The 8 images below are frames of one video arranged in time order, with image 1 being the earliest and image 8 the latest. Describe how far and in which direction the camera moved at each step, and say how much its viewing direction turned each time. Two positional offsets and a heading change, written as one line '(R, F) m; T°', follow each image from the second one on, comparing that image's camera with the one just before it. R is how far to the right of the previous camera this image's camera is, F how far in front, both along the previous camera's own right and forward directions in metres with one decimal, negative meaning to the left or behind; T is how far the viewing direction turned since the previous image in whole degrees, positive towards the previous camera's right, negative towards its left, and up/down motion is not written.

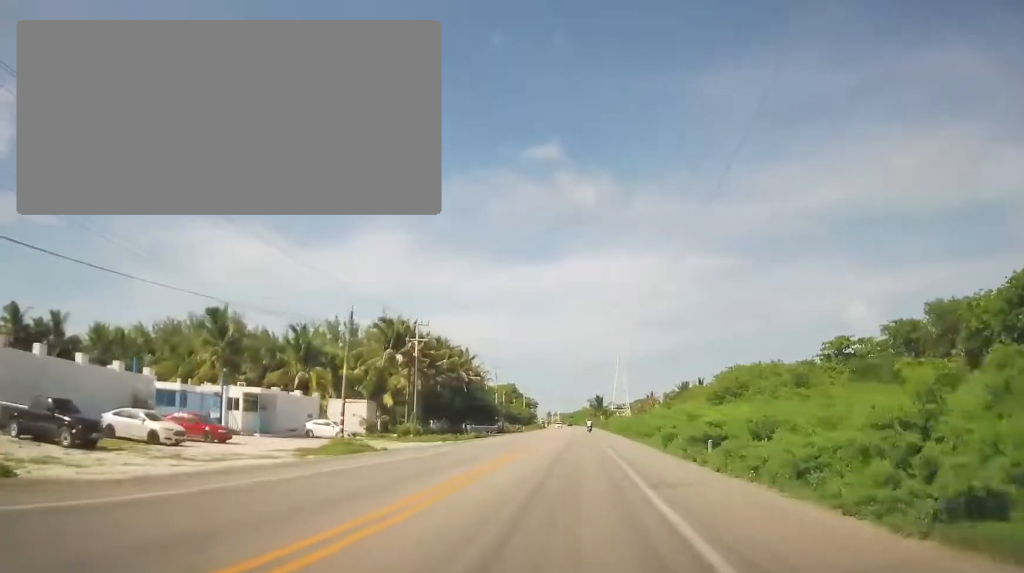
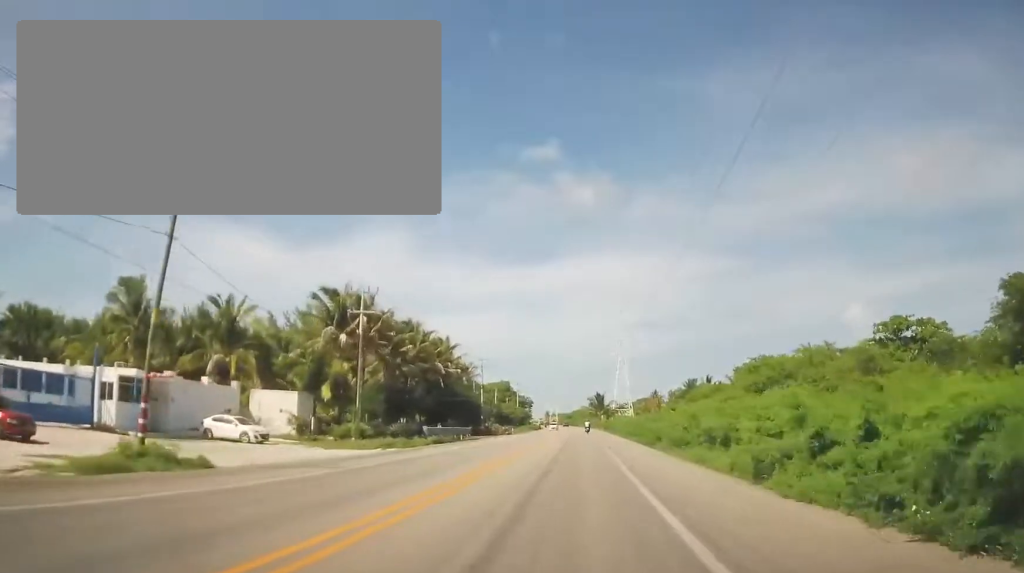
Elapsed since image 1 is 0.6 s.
(-0.1, +14.2) m; -1°
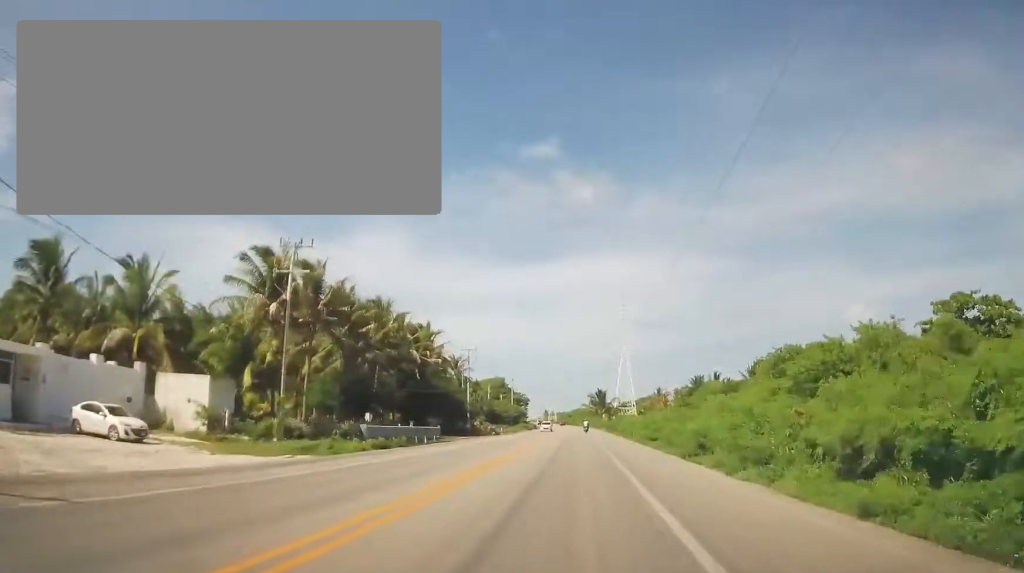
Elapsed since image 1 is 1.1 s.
(0.0, +11.0) m; -1°
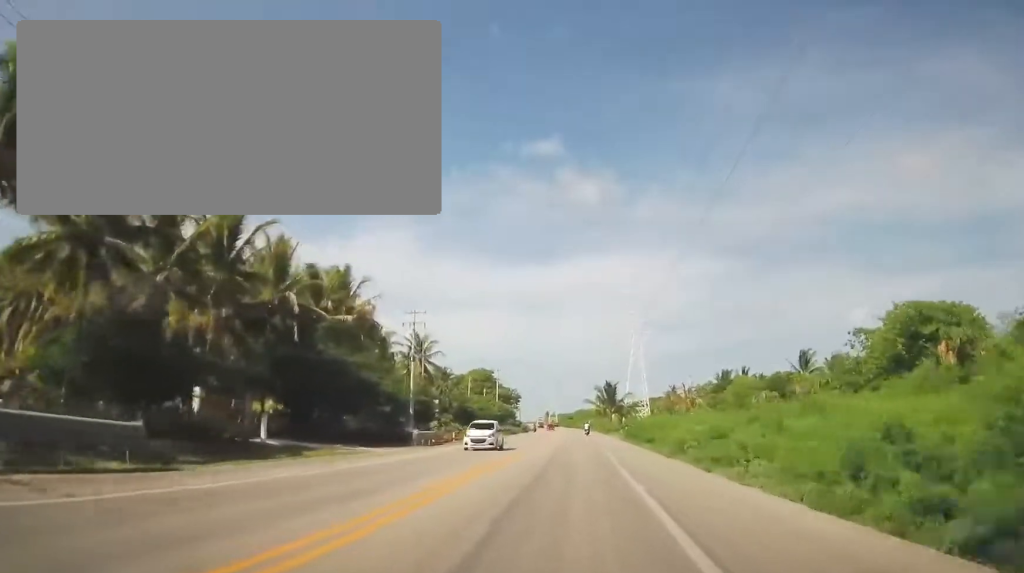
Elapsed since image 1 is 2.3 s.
(-0.2, +28.3) m; +1°
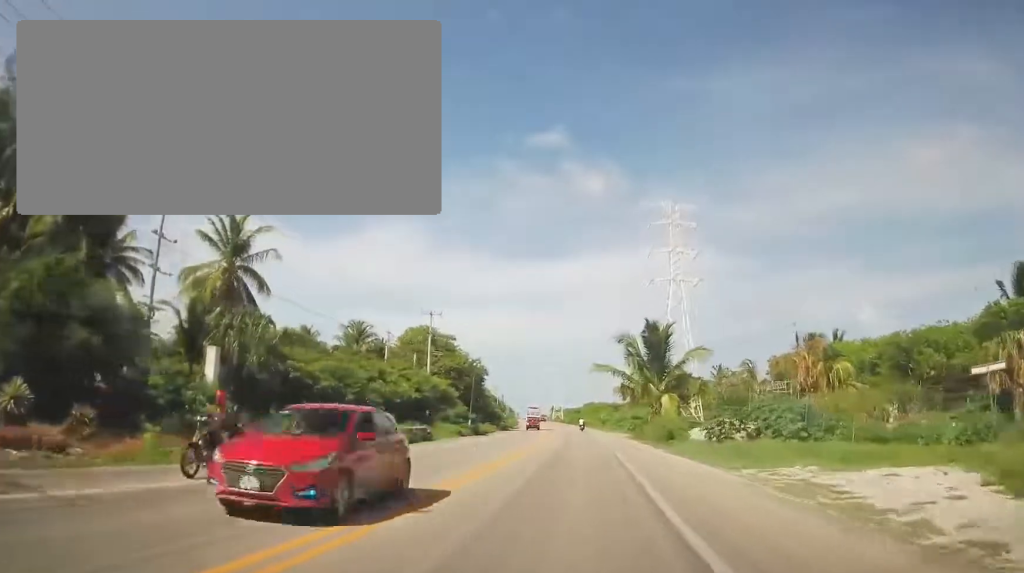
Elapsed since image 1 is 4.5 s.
(+0.2, +52.8) m; -1°
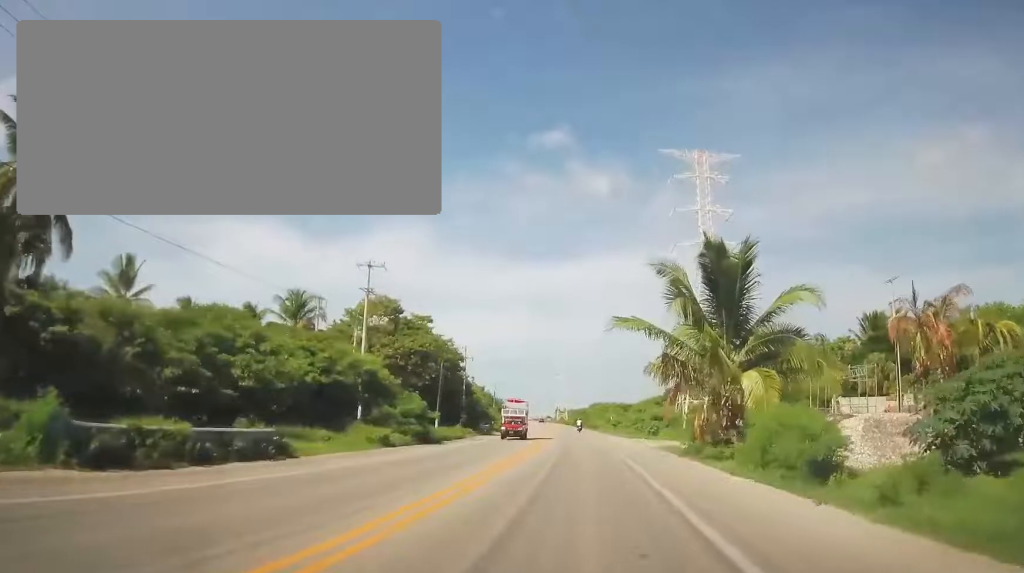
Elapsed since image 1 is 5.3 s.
(-0.2, +18.9) m; -1°
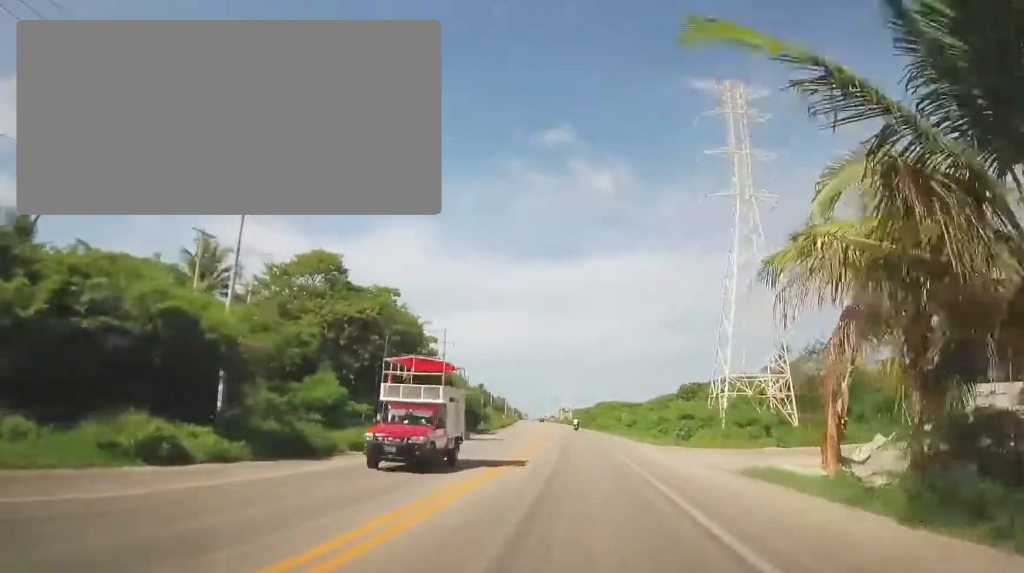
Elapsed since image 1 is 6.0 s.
(+0.1, +16.5) m; -1°
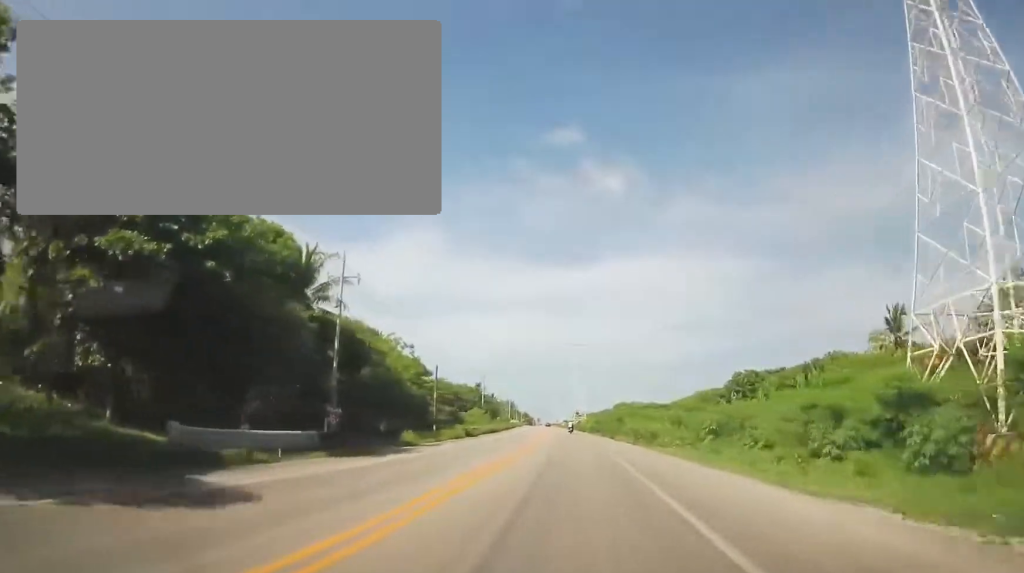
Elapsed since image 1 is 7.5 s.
(-0.2, +34.2) m; 0°
